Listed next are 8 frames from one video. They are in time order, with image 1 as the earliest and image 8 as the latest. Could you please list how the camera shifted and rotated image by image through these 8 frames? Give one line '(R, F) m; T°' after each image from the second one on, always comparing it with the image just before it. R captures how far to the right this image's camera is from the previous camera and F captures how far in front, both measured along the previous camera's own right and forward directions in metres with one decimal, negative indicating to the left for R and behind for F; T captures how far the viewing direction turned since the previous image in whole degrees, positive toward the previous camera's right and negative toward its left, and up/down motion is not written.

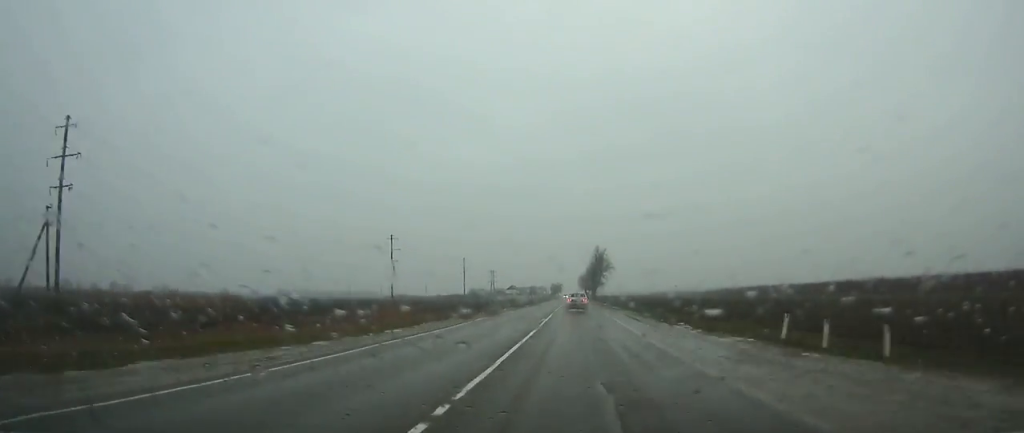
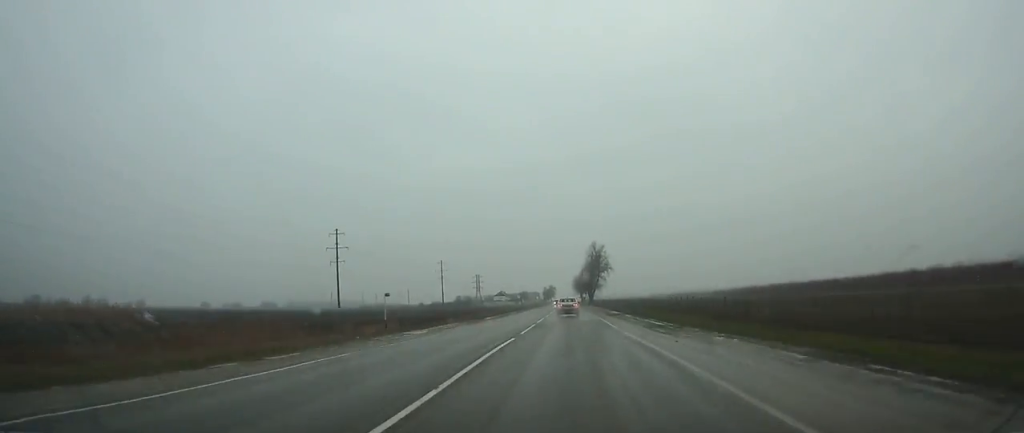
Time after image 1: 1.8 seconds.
(+0.1, +33.8) m; 0°
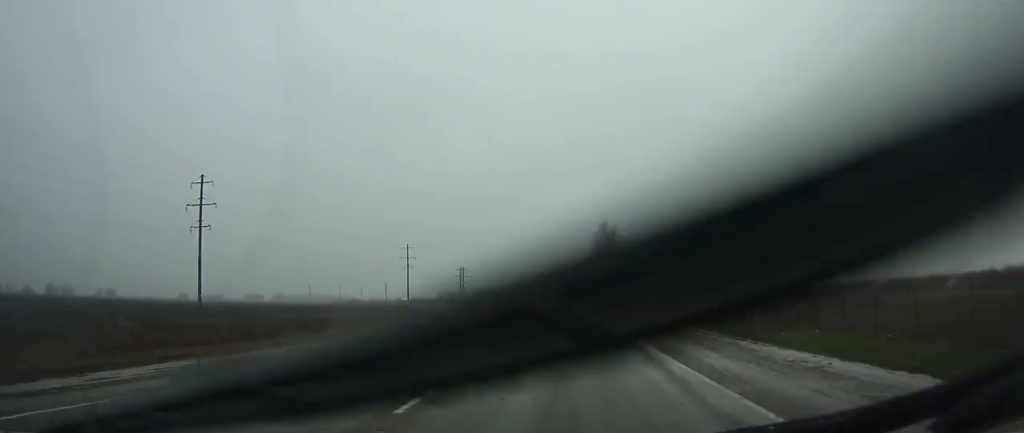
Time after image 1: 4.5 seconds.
(-0.3, +51.4) m; -1°
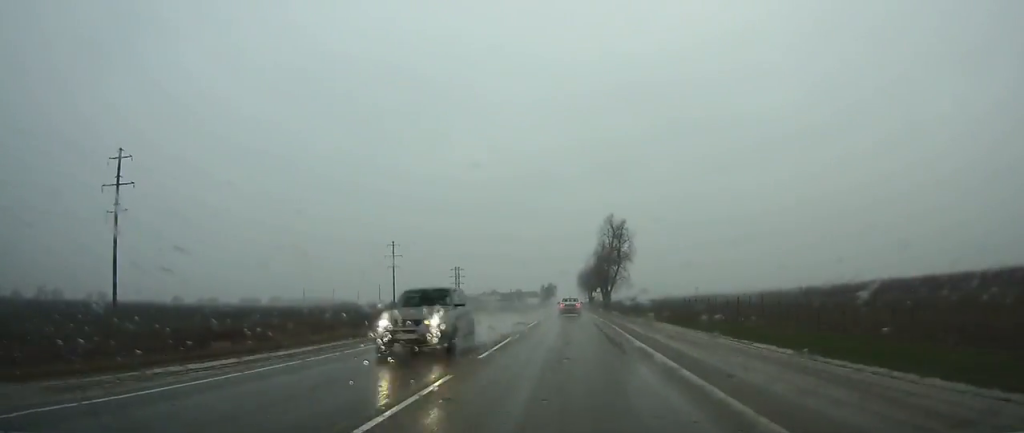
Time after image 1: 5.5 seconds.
(0.0, +17.6) m; 0°
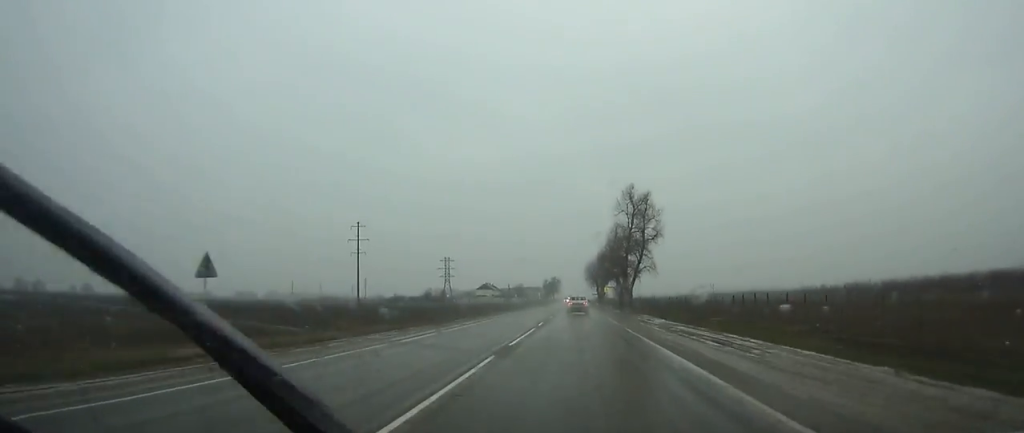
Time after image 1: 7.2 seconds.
(0.0, +32.7) m; 0°
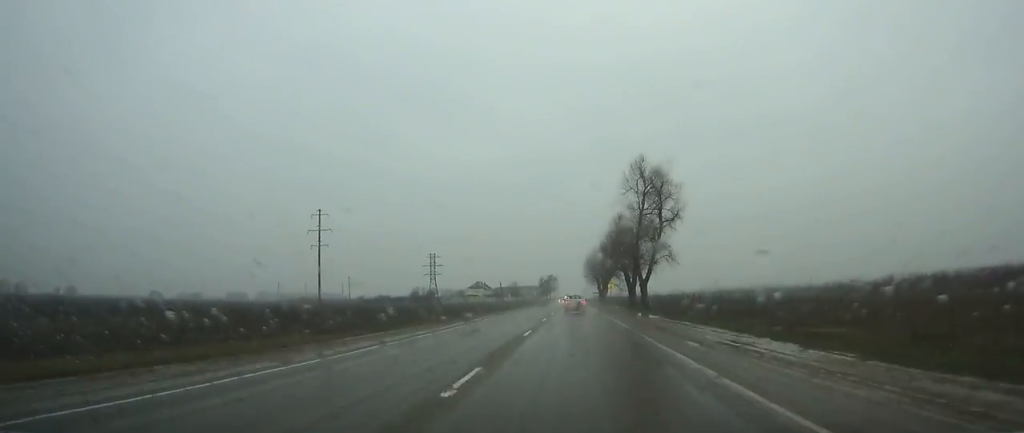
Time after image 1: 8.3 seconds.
(0.0, +20.2) m; 0°
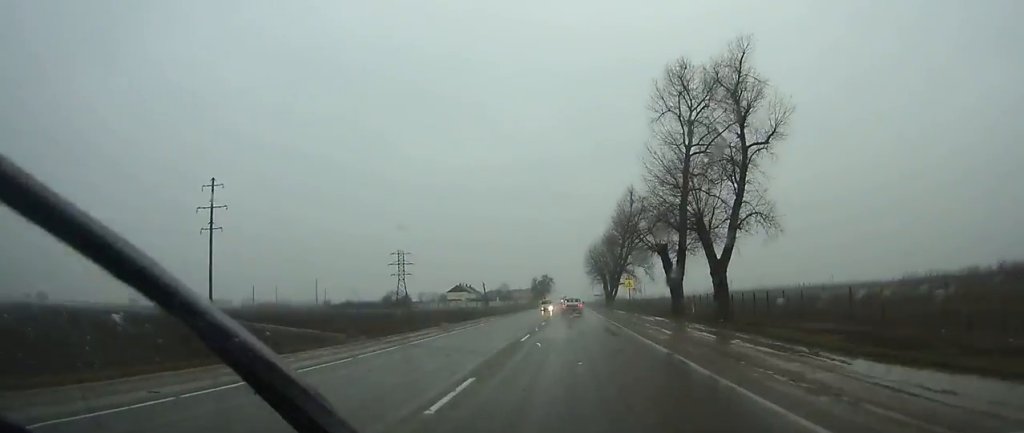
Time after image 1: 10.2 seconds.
(0.0, +36.7) m; 0°
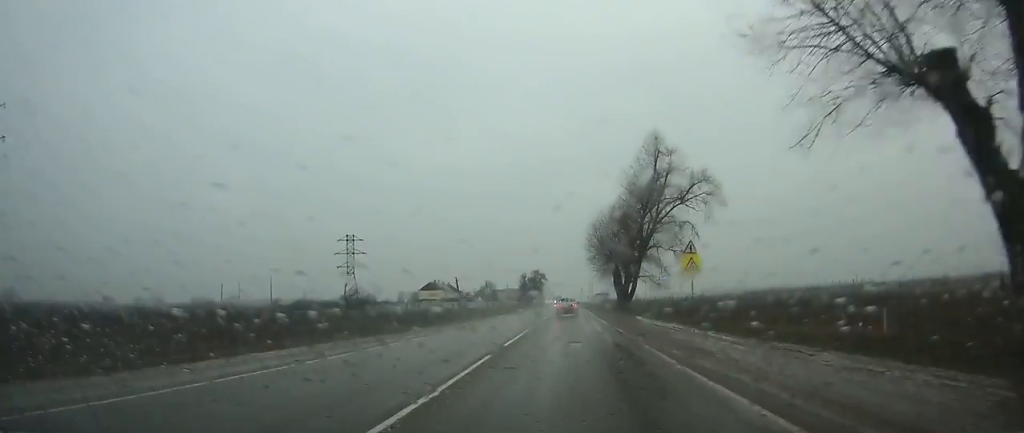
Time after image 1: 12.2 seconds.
(+0.2, +38.4) m; 0°
